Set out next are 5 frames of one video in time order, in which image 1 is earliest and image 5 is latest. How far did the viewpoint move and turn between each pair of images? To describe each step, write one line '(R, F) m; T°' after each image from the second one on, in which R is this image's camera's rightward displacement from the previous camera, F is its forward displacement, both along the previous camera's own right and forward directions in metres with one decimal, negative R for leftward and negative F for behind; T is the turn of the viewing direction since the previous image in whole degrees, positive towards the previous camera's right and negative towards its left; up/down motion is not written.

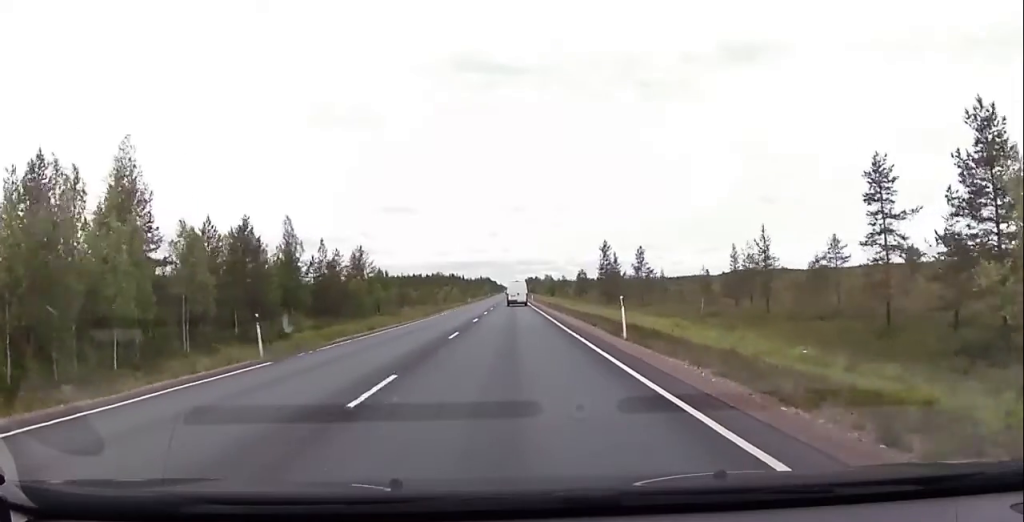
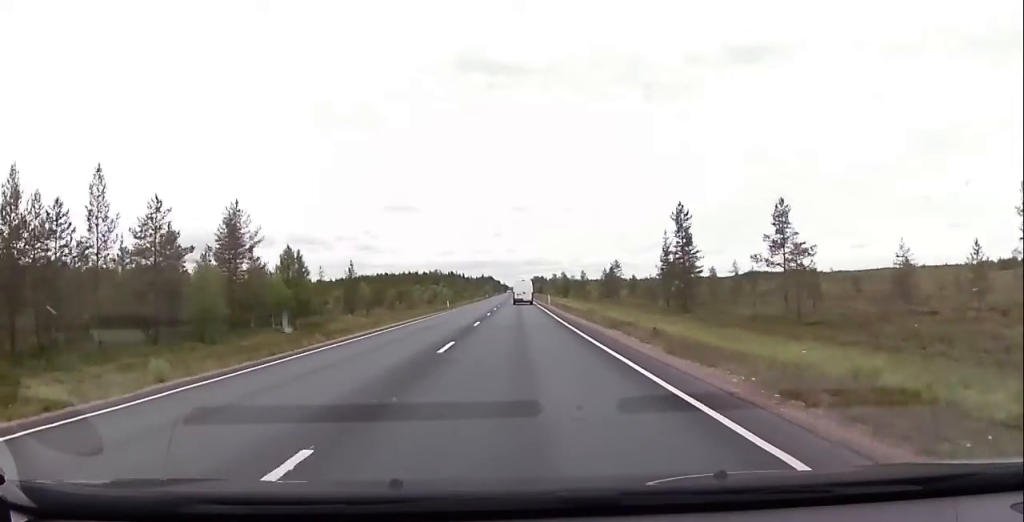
(0.0, +40.9) m; 0°
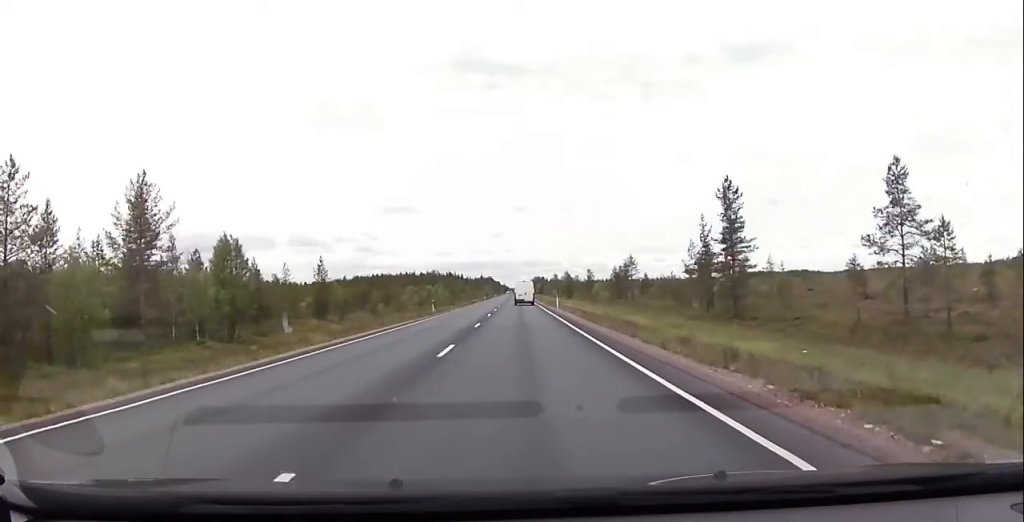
(0.0, +12.6) m; 0°
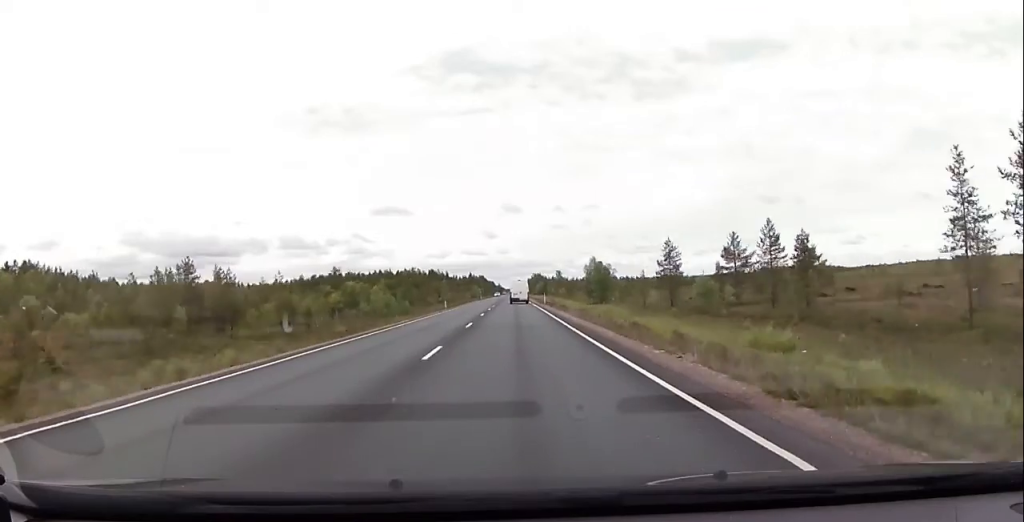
(0.0, +71.1) m; 0°
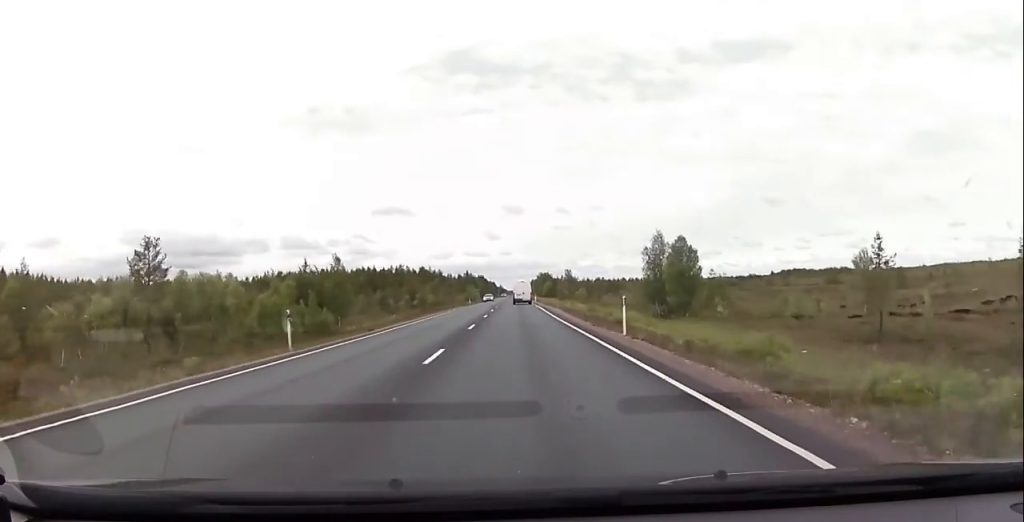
(0.0, +48.4) m; -1°
